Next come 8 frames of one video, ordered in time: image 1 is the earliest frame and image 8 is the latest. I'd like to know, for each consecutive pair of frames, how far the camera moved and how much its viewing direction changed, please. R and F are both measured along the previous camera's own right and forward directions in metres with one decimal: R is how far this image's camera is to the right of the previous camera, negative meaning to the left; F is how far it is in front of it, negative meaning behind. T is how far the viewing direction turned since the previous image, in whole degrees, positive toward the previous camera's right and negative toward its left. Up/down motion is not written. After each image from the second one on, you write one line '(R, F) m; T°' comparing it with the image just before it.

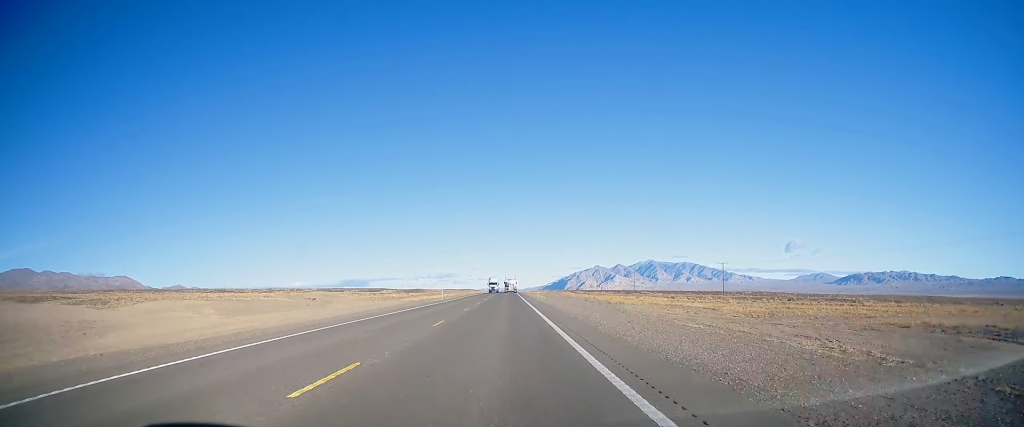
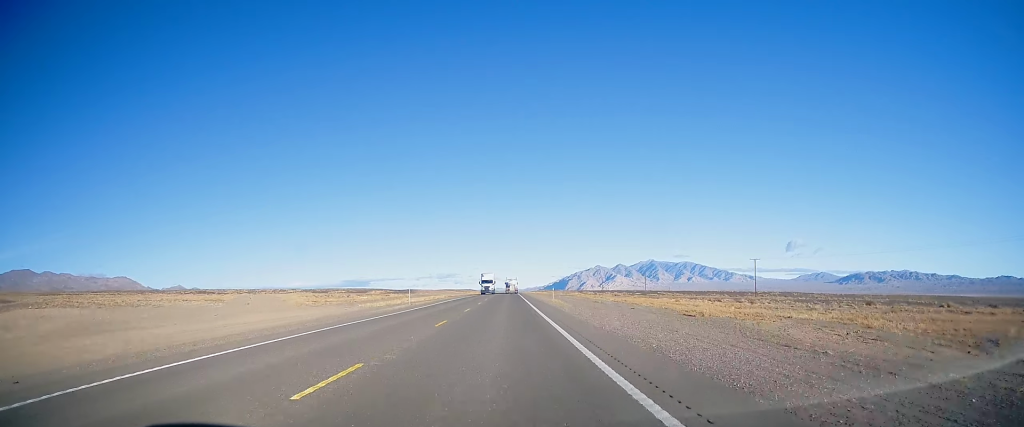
(+0.2, +24.2) m; 0°
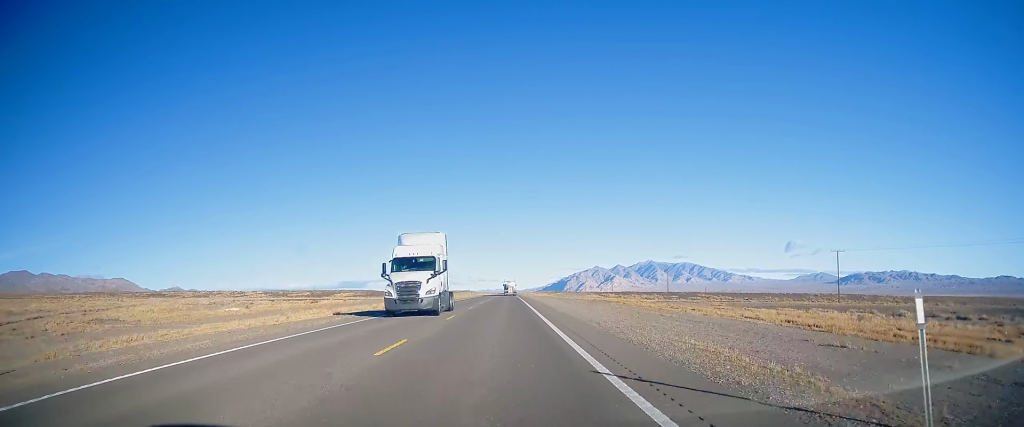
(-0.5, +44.2) m; -1°
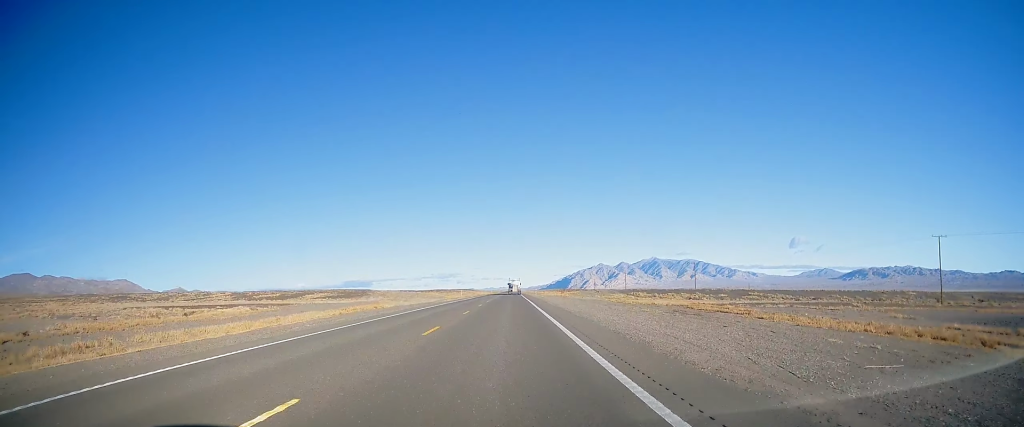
(-0.1, +32.2) m; 0°
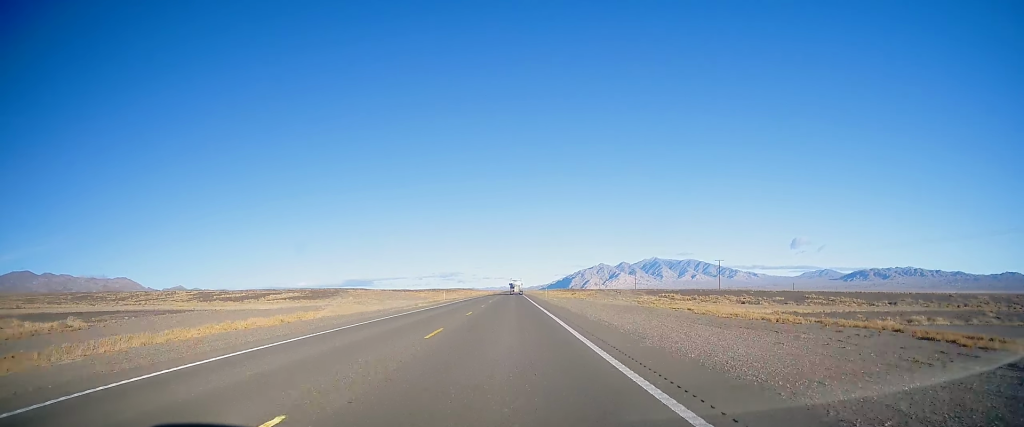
(+0.1, +25.5) m; 0°
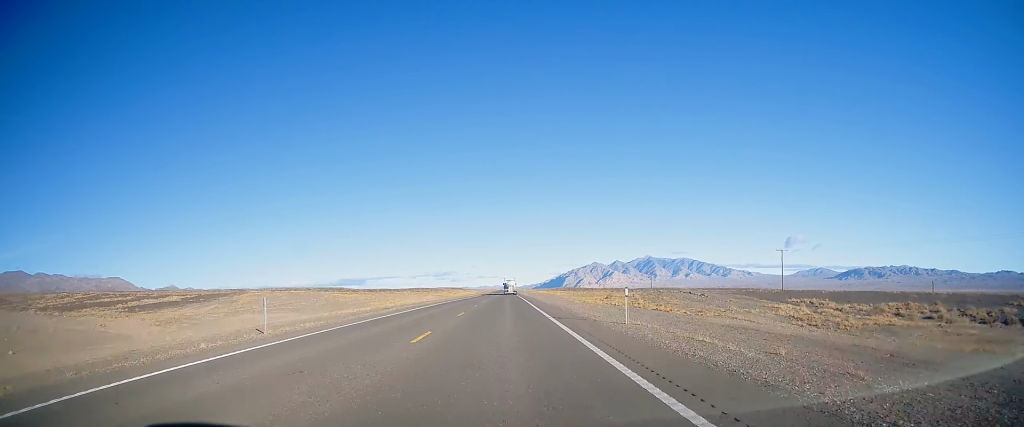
(+0.1, +50.4) m; +1°
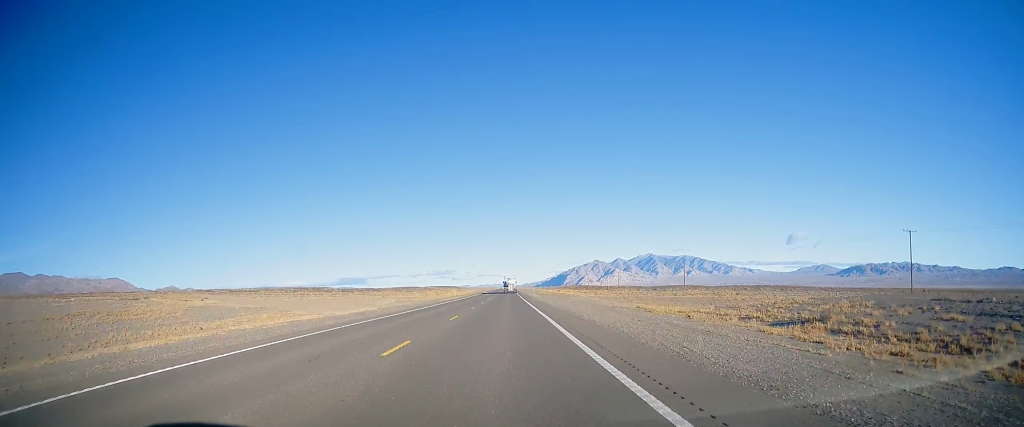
(+0.2, +51.1) m; 0°
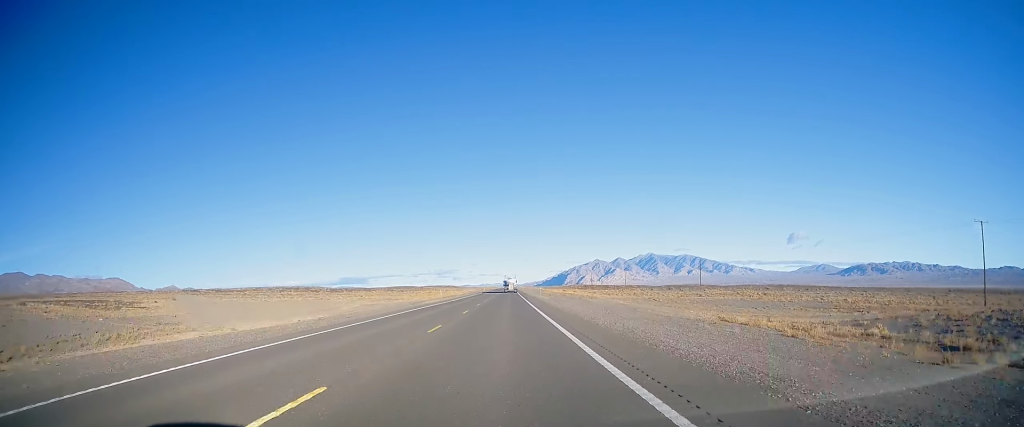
(+0.1, +18.4) m; -1°
